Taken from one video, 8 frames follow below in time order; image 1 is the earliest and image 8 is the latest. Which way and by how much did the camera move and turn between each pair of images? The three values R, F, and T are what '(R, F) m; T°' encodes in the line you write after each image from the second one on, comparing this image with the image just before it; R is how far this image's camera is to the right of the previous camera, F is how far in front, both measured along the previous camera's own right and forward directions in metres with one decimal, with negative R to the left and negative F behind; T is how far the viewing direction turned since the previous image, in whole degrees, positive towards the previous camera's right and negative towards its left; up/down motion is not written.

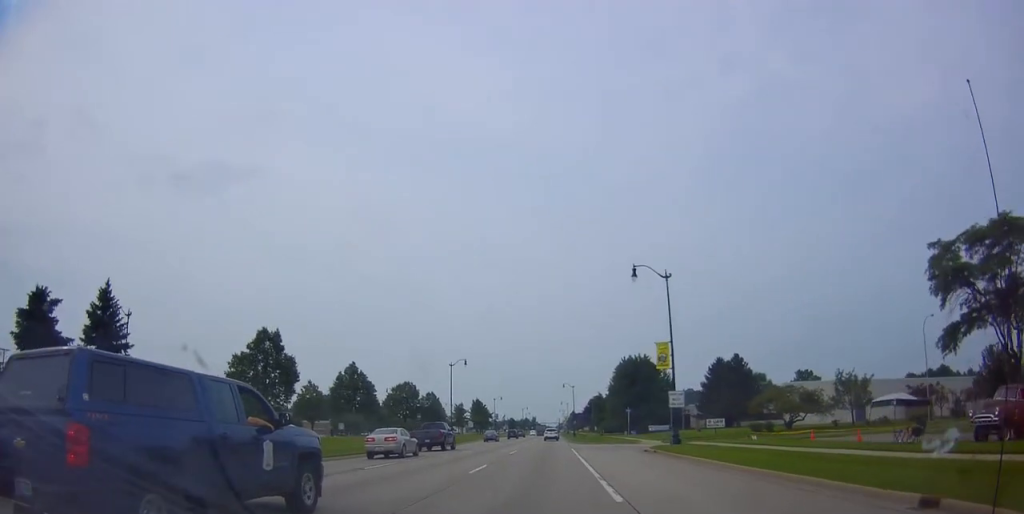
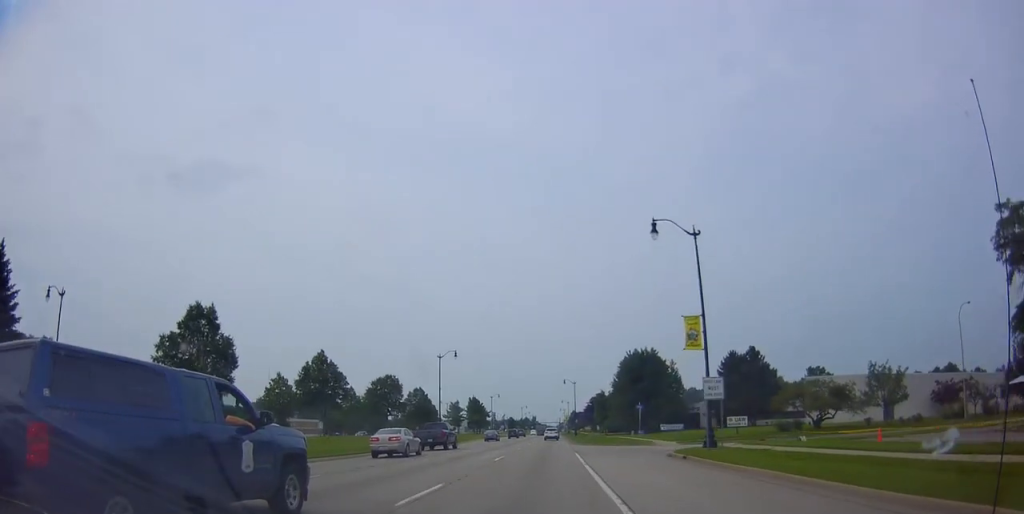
(0.0, +7.9) m; -1°
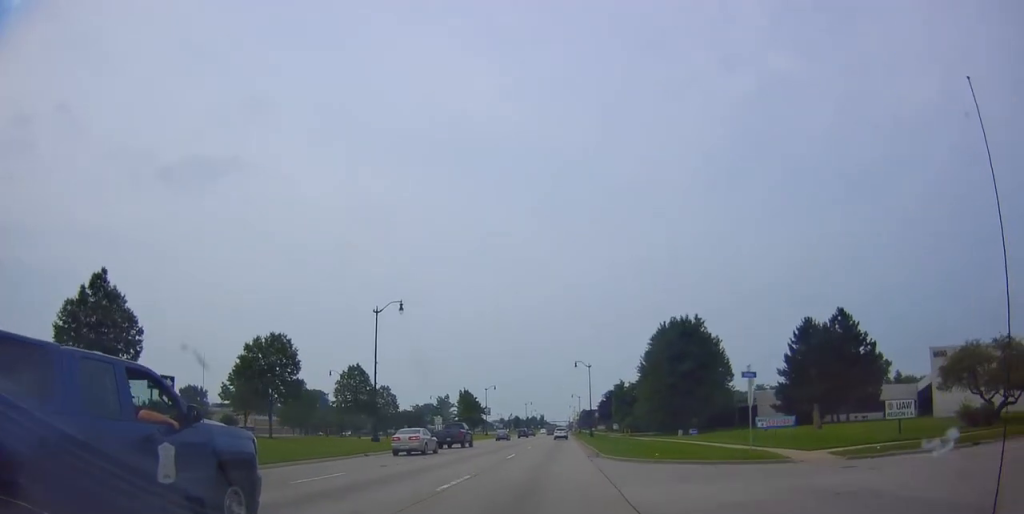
(-1.0, +27.5) m; -2°
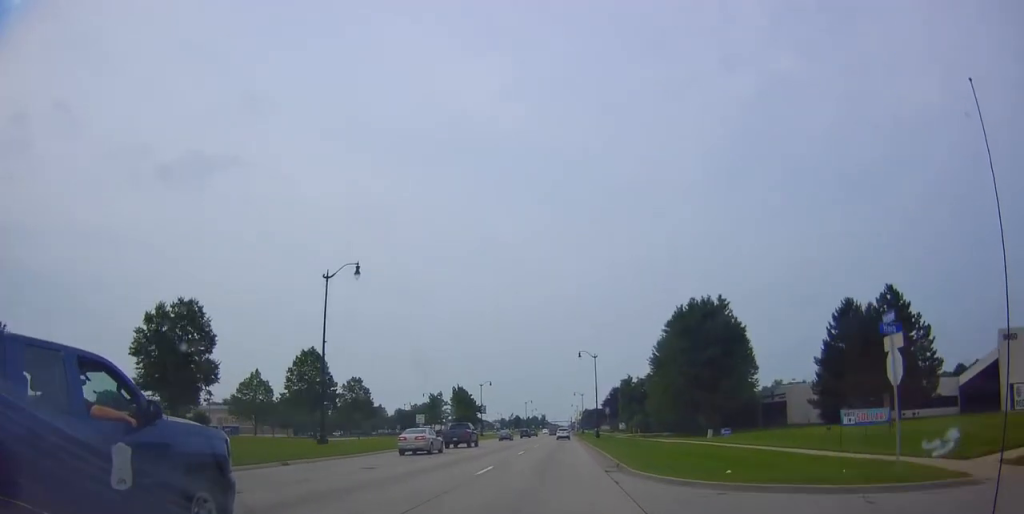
(+0.2, +10.5) m; +1°
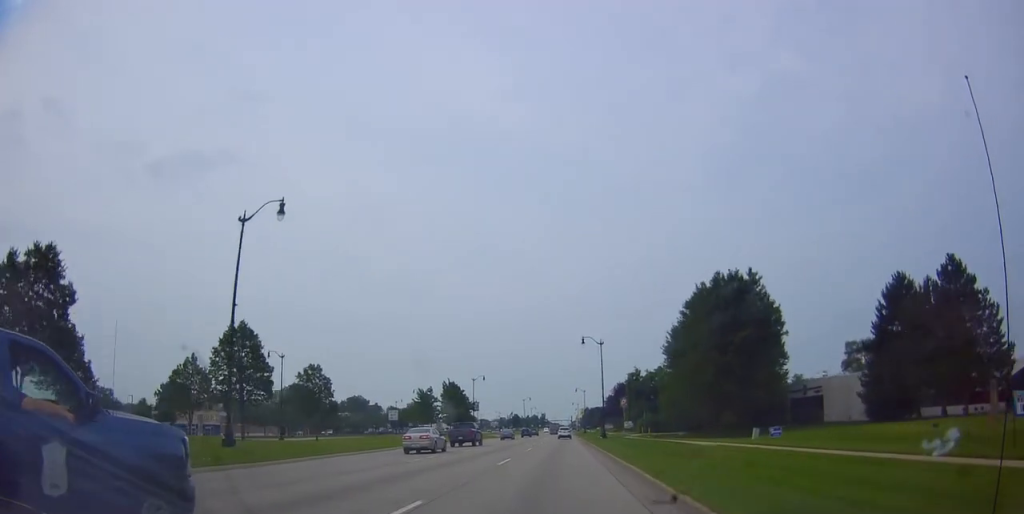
(+0.3, +10.5) m; +1°
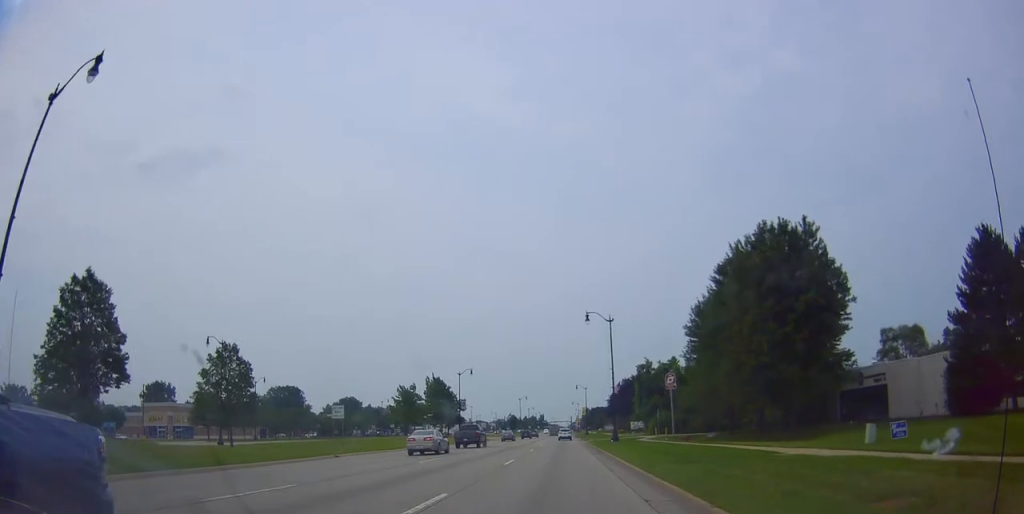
(-0.3, +13.6) m; 0°
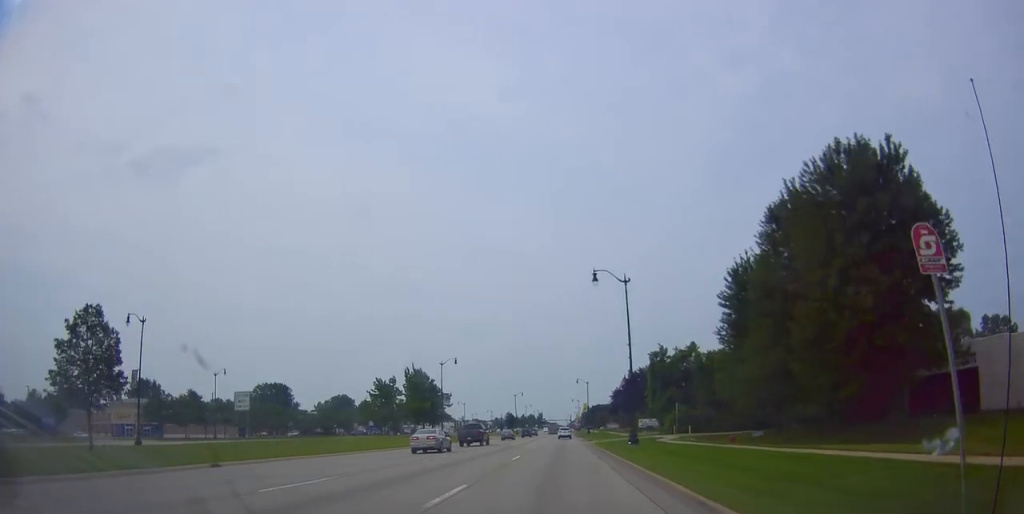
(+0.1, +13.0) m; -1°
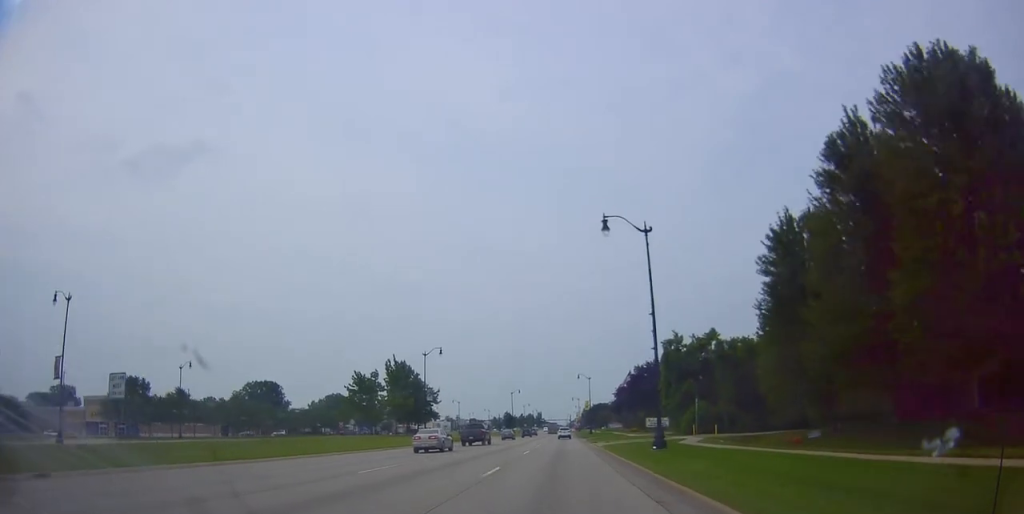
(+0.2, +9.5) m; -1°
